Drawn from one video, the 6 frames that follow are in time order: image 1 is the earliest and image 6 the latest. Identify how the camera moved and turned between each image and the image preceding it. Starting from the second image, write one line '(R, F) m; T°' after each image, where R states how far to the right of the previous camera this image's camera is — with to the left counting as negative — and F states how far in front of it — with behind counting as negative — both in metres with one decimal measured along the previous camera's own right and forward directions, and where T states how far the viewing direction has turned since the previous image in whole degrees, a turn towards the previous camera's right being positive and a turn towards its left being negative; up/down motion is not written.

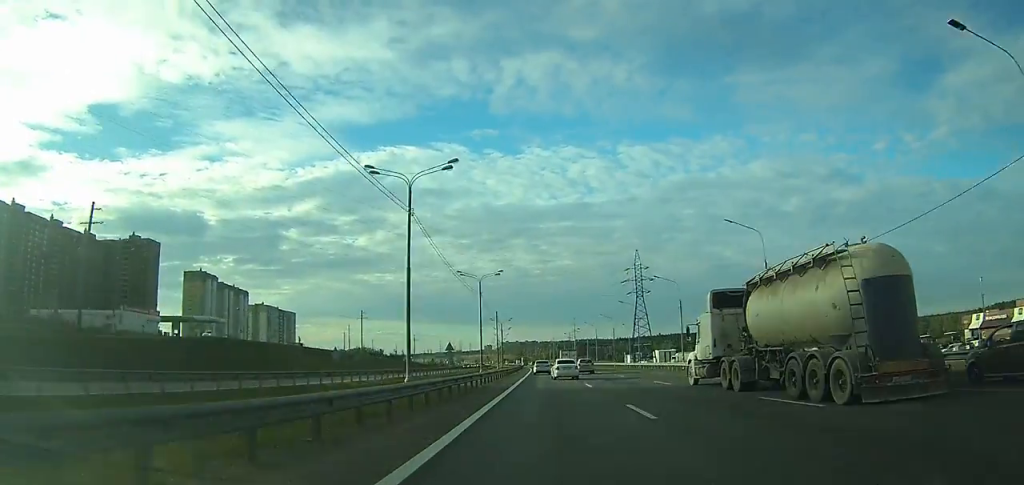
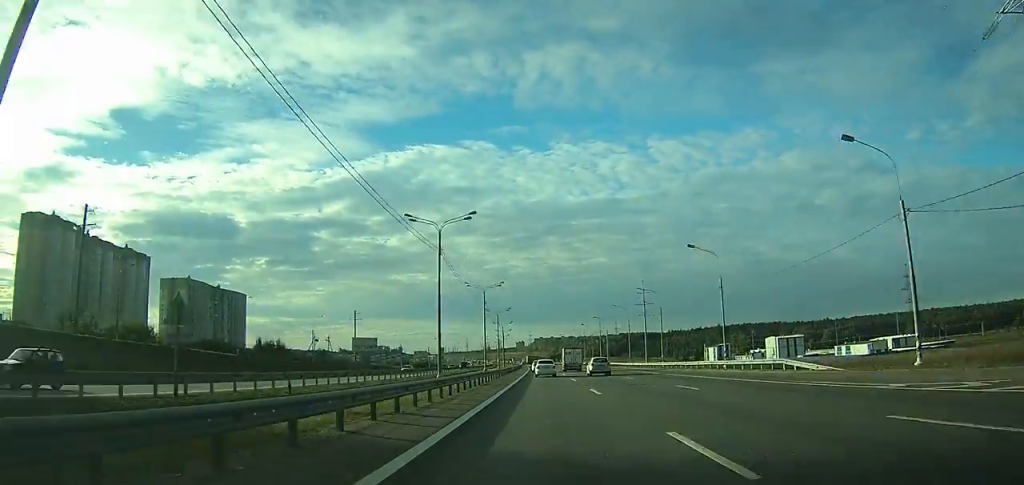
(-4.0, +167.0) m; -3°
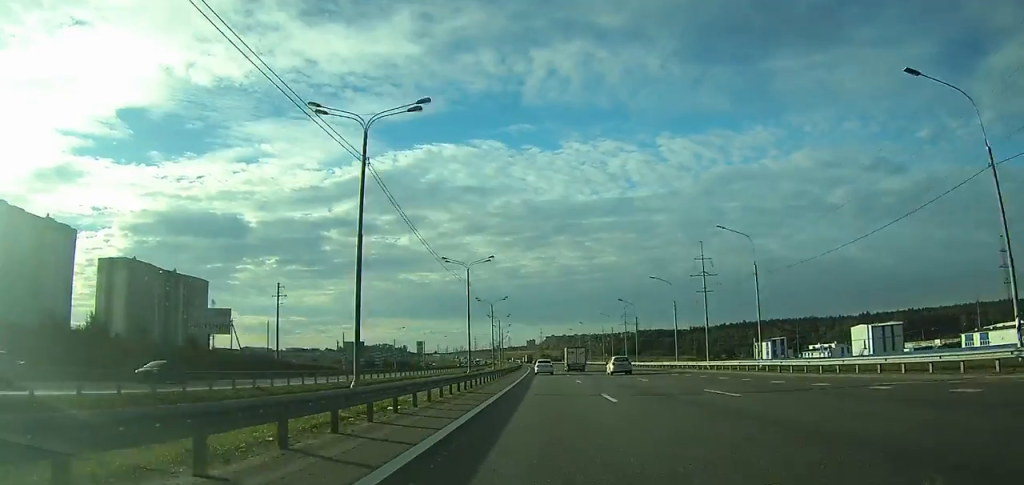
(-0.8, +71.2) m; -2°
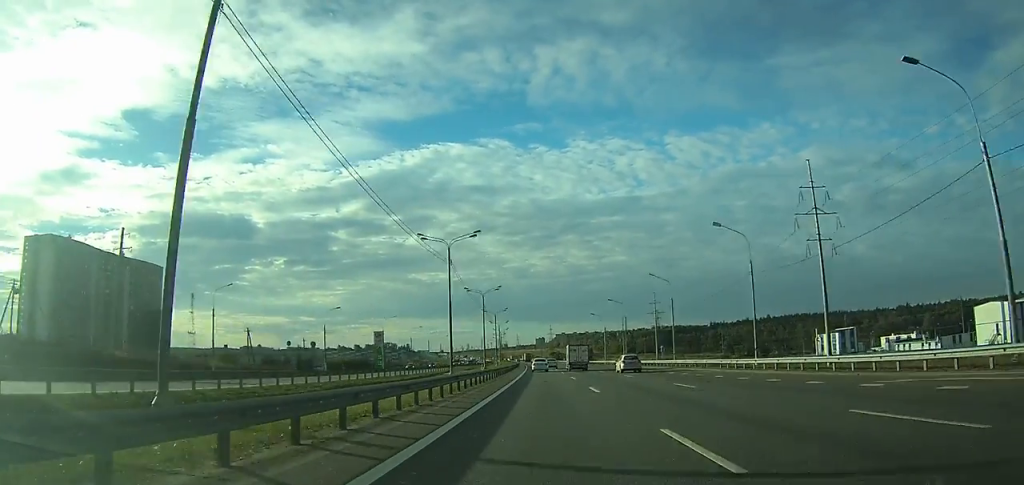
(-0.8, +64.8) m; -1°
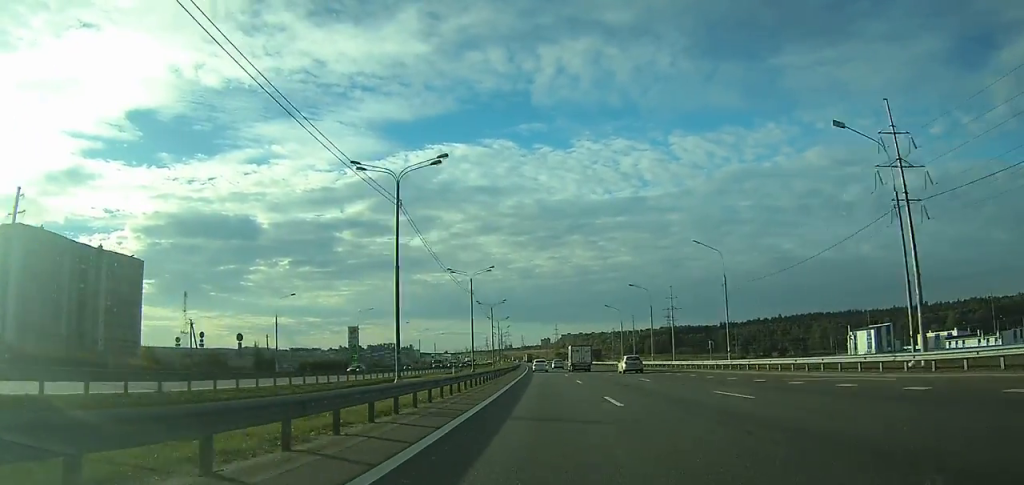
(-0.3, +25.0) m; 0°
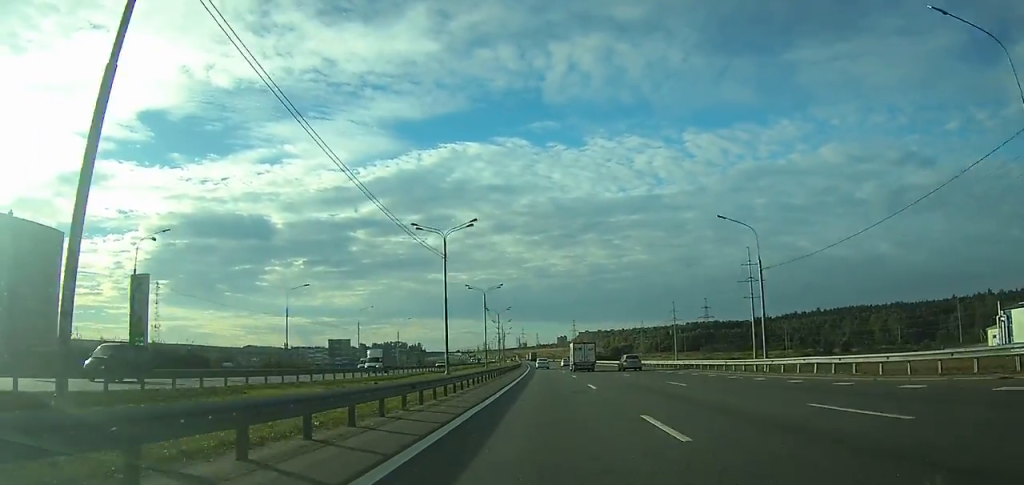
(-1.0, +76.2) m; -2°
